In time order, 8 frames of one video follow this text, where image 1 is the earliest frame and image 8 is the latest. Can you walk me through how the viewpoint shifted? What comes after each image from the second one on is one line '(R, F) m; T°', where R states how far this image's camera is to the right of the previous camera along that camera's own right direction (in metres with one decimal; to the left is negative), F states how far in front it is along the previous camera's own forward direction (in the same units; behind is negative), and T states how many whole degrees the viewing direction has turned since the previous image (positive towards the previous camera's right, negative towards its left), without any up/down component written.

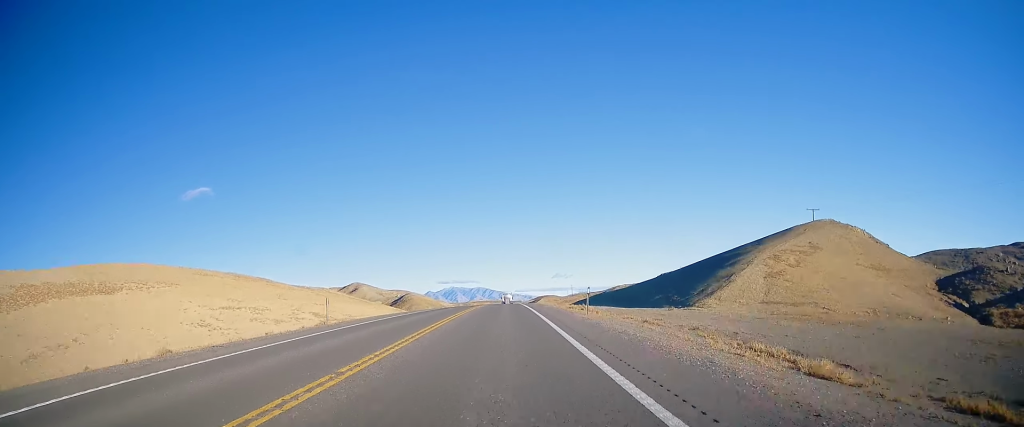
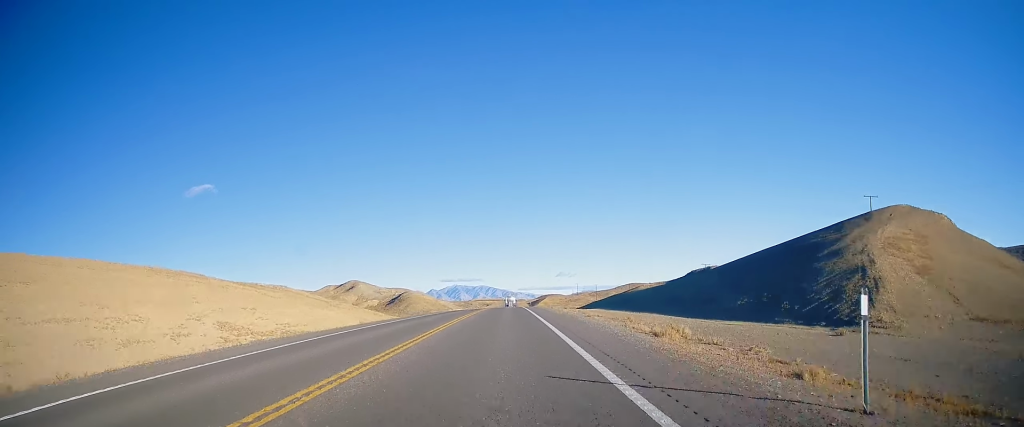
(0.0, +21.5) m; 0°
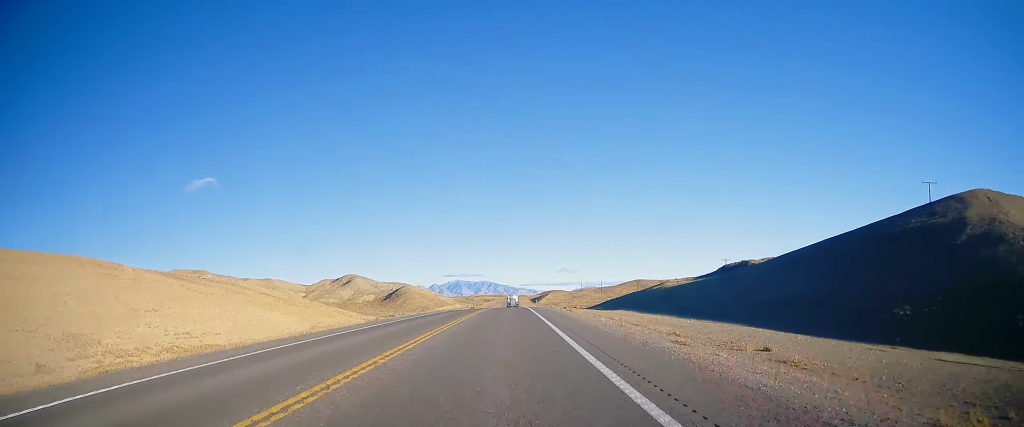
(0.0, +17.4) m; 0°
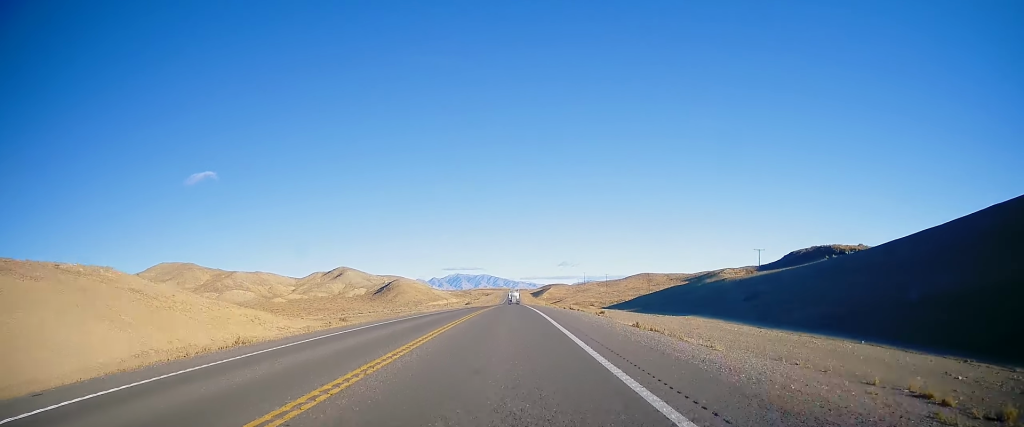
(0.0, +25.8) m; 0°
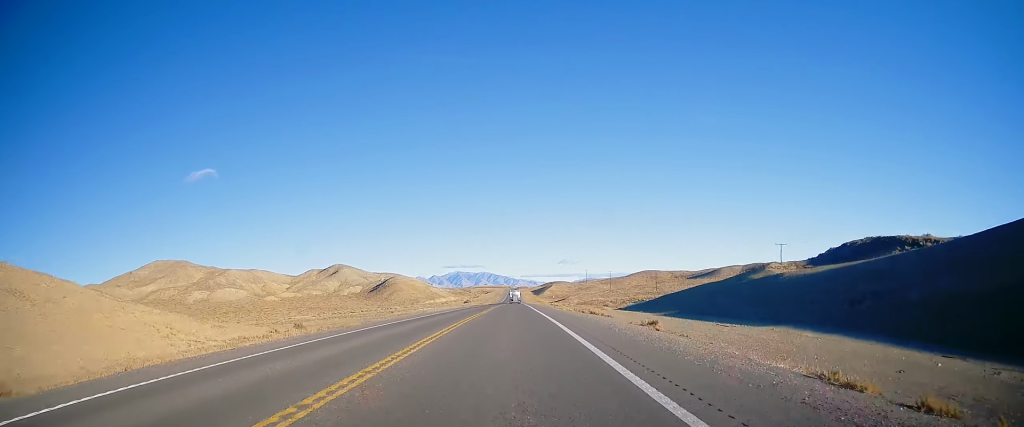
(-0.1, +13.5) m; 0°
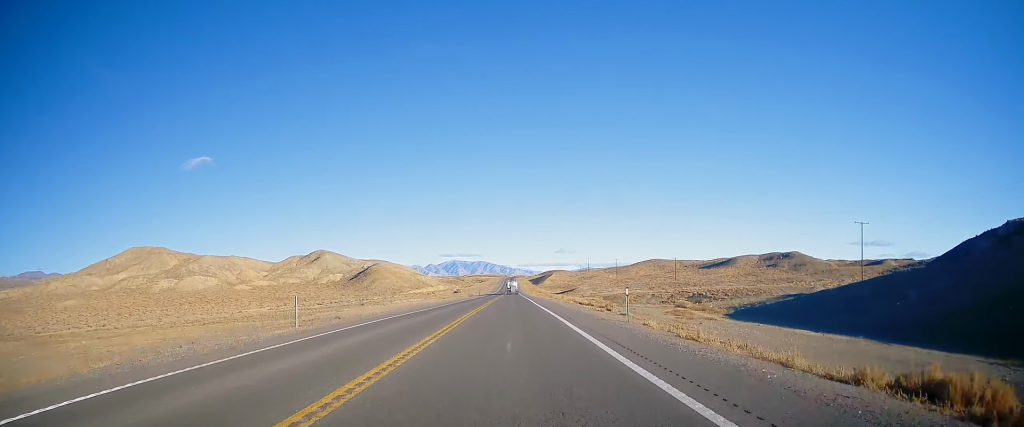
(+0.1, +38.3) m; 0°
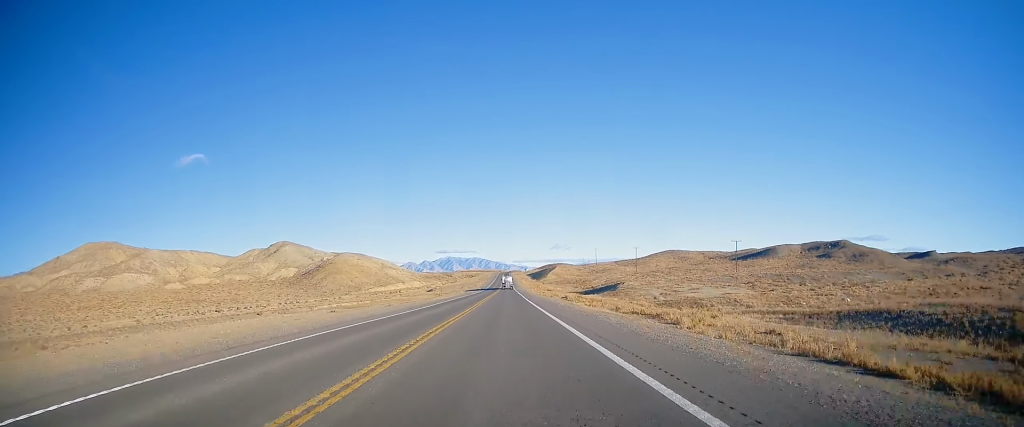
(+0.1, +69.3) m; 0°
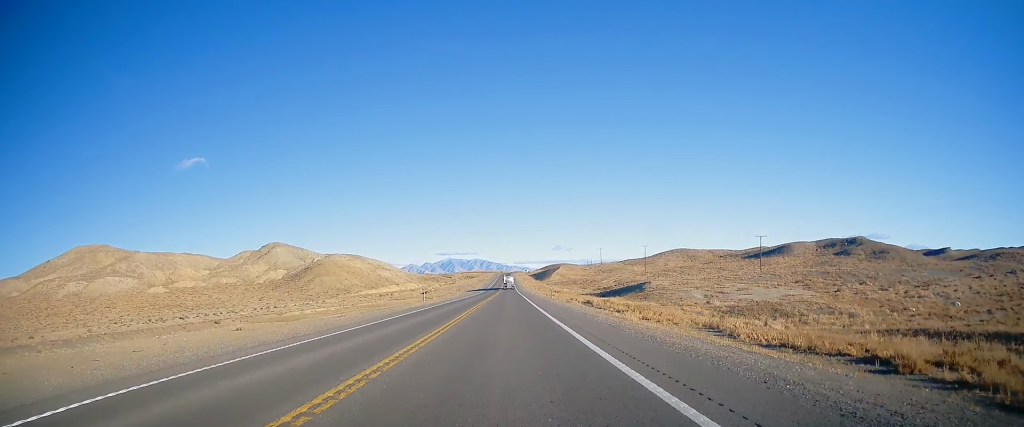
(+0.1, +16.1) m; 0°
